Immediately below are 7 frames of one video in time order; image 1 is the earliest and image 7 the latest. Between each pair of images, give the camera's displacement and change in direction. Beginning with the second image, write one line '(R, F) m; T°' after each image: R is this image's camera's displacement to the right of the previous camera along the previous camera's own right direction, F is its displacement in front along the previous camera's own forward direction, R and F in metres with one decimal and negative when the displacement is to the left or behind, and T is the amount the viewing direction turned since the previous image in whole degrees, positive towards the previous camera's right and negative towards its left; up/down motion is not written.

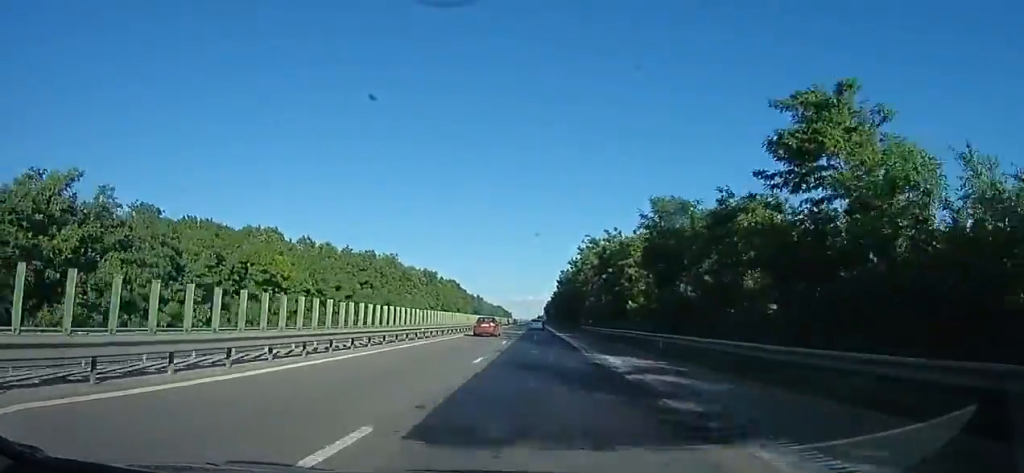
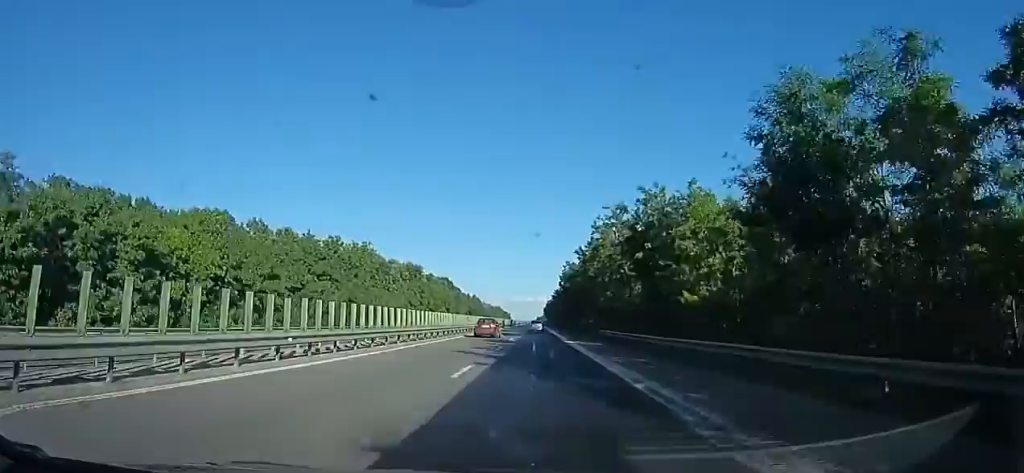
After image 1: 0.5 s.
(+0.2, +15.6) m; +1°
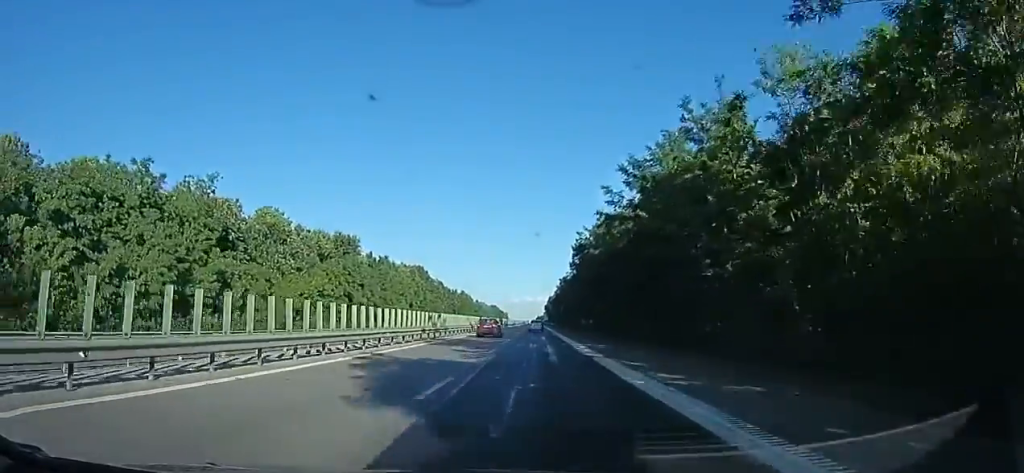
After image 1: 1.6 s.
(+0.4, +39.1) m; 0°
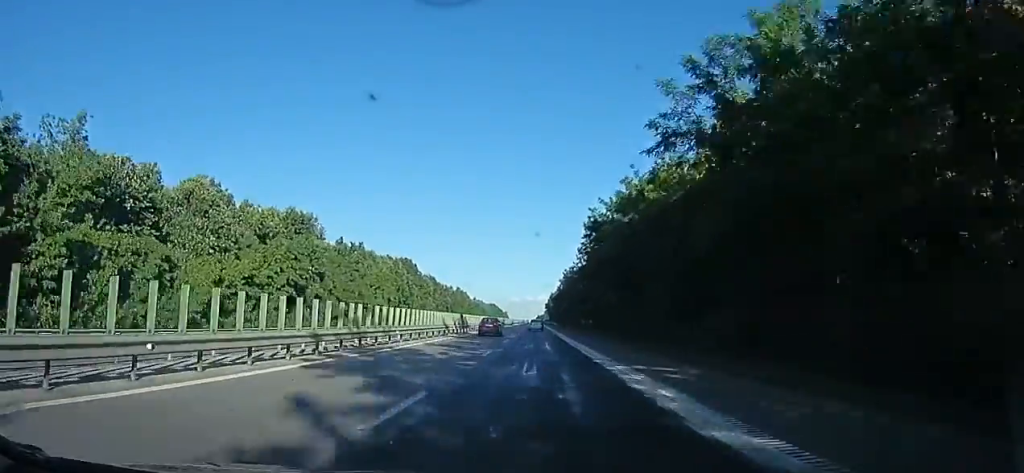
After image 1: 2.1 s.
(-0.2, +14.6) m; -1°
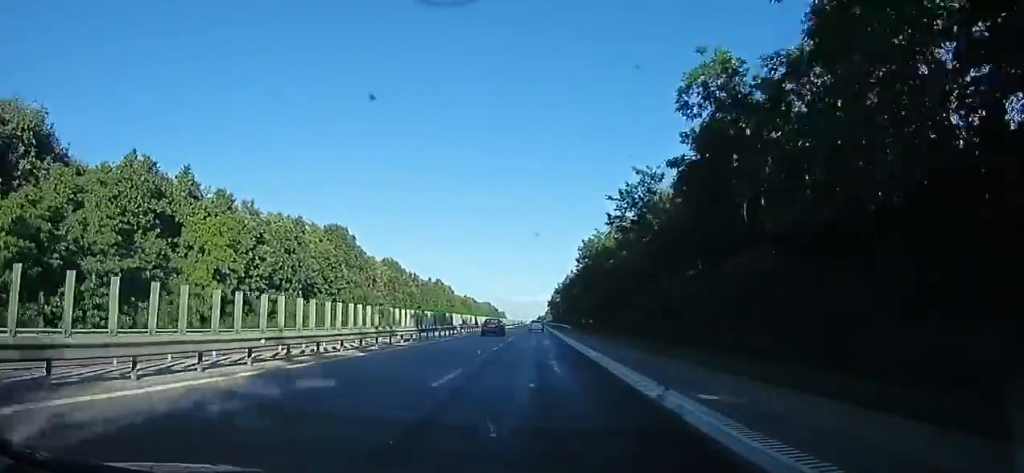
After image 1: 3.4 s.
(-0.3, +44.4) m; -1°
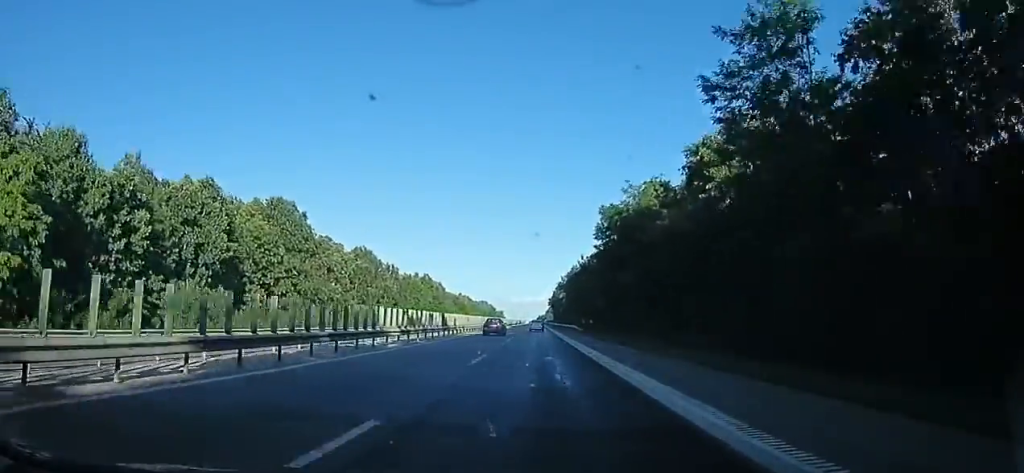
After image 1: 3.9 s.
(-0.3, +18.3) m; -1°
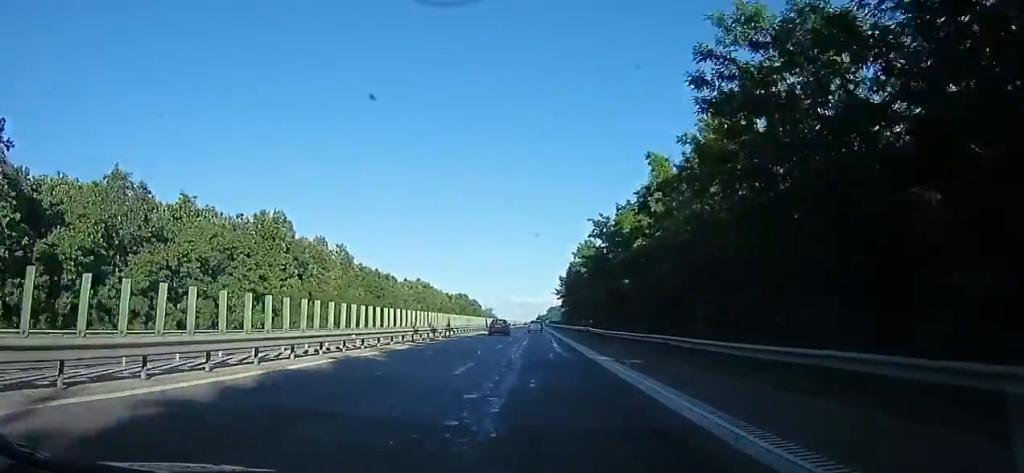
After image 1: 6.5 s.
(+1.2, +86.4) m; +3°
